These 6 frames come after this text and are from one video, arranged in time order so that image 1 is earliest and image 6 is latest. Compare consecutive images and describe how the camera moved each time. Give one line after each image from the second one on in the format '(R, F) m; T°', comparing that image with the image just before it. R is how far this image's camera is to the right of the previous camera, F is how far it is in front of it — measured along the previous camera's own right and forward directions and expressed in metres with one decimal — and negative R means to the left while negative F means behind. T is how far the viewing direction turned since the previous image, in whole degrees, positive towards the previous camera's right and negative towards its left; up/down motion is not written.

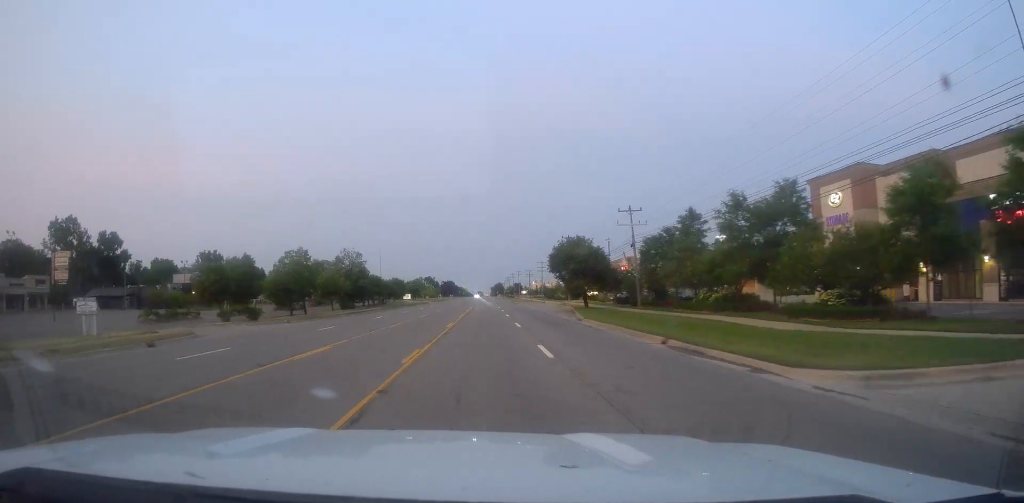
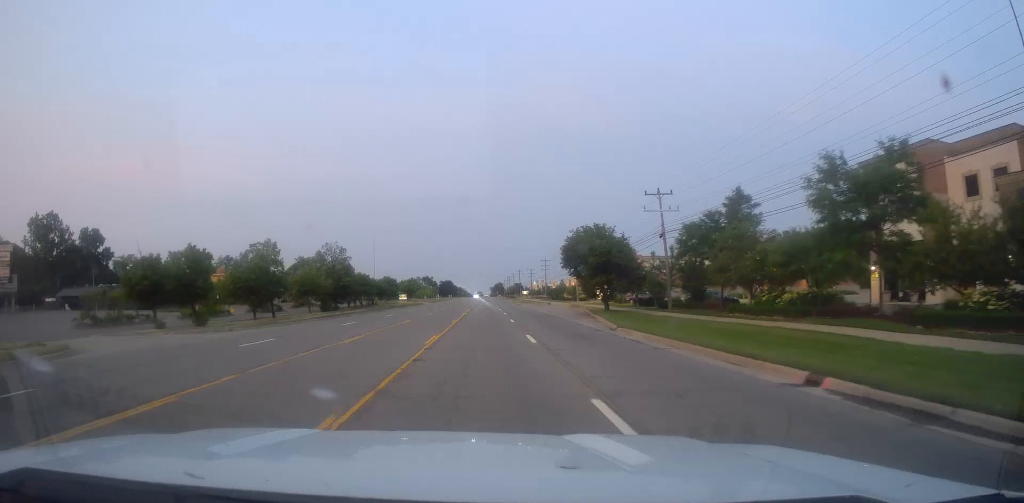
(-0.4, +10.4) m; 0°
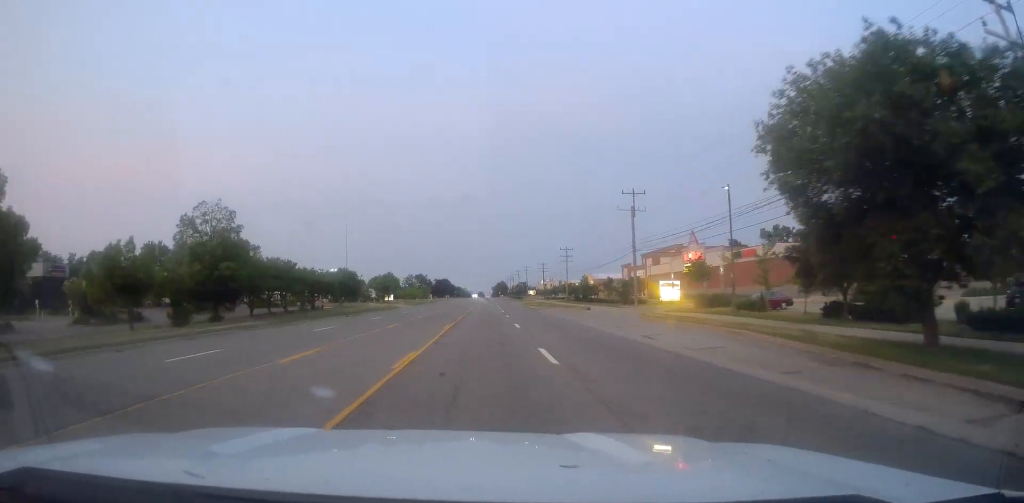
(+0.6, +37.2) m; +1°
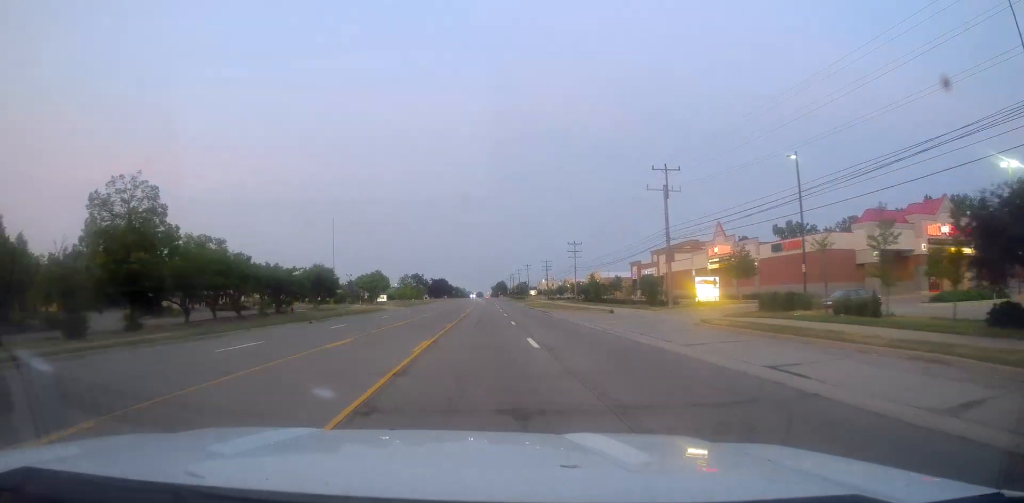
(0.0, +11.6) m; 0°
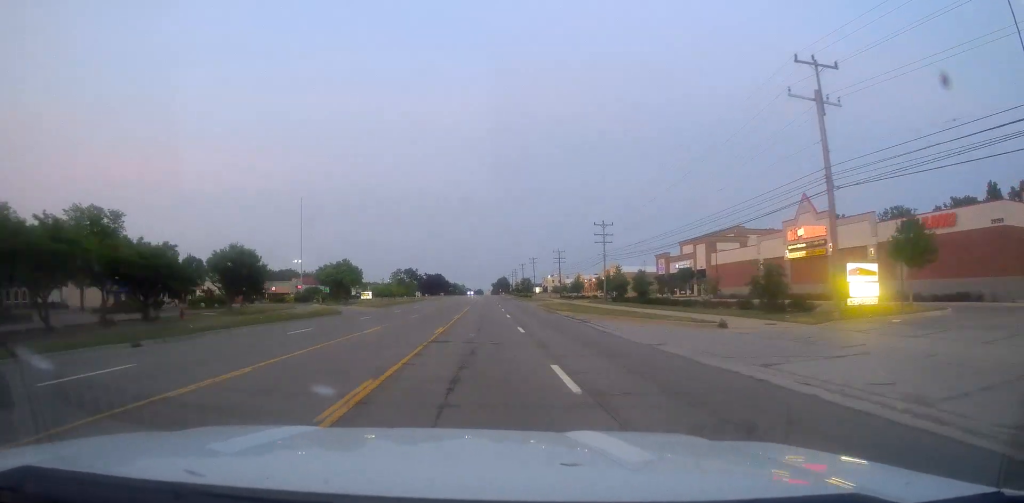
(-0.2, +23.9) m; -1°
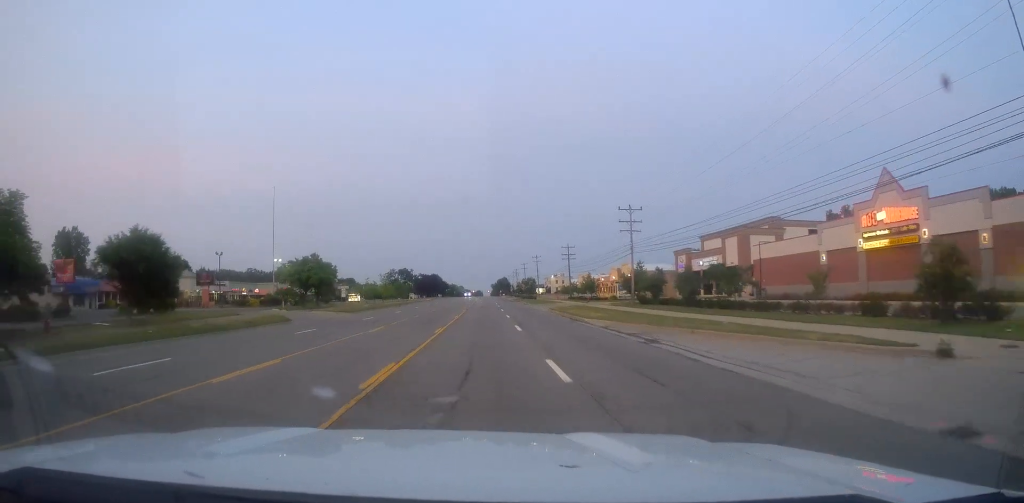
(-0.2, +14.4) m; 0°
